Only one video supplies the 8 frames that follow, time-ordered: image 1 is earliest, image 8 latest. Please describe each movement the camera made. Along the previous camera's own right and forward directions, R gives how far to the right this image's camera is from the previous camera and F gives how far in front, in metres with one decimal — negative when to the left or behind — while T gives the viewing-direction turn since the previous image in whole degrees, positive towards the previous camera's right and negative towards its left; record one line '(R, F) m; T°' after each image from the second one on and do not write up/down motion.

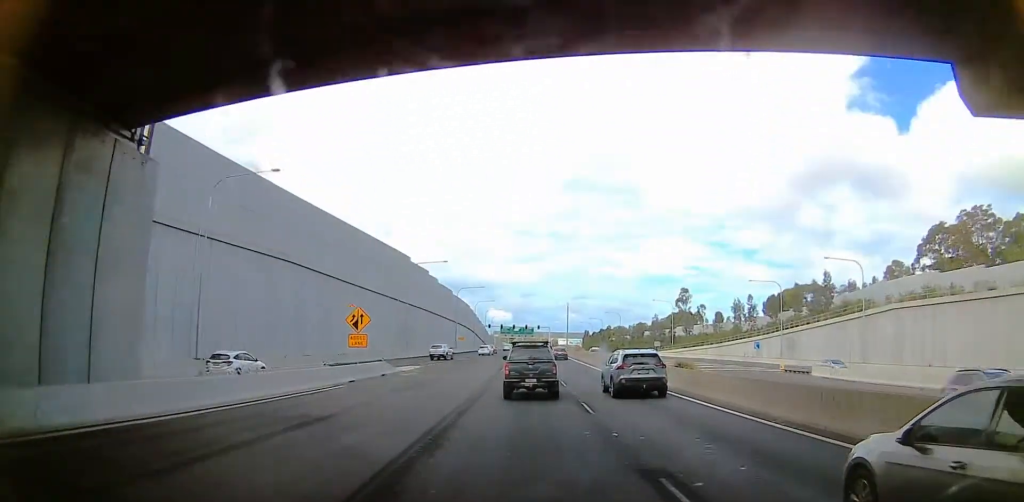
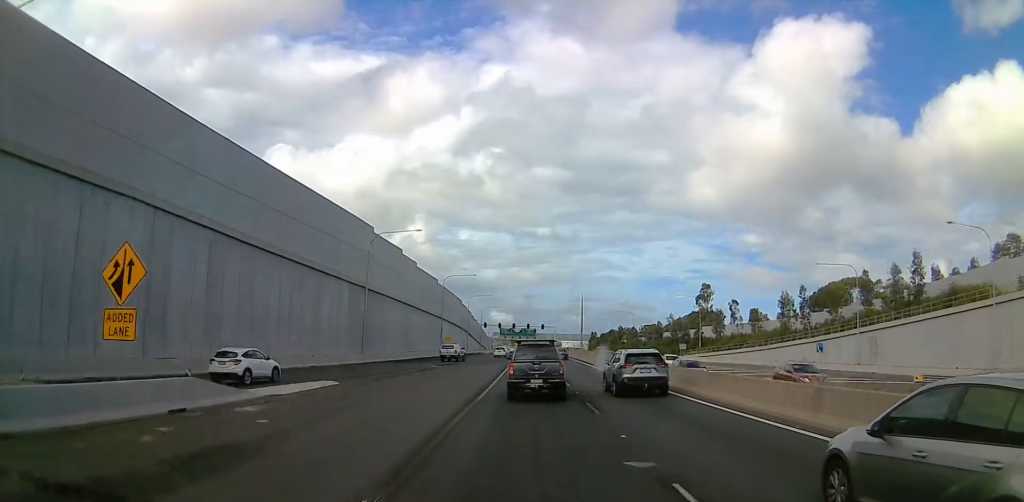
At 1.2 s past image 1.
(+0.2, +24.9) m; 0°
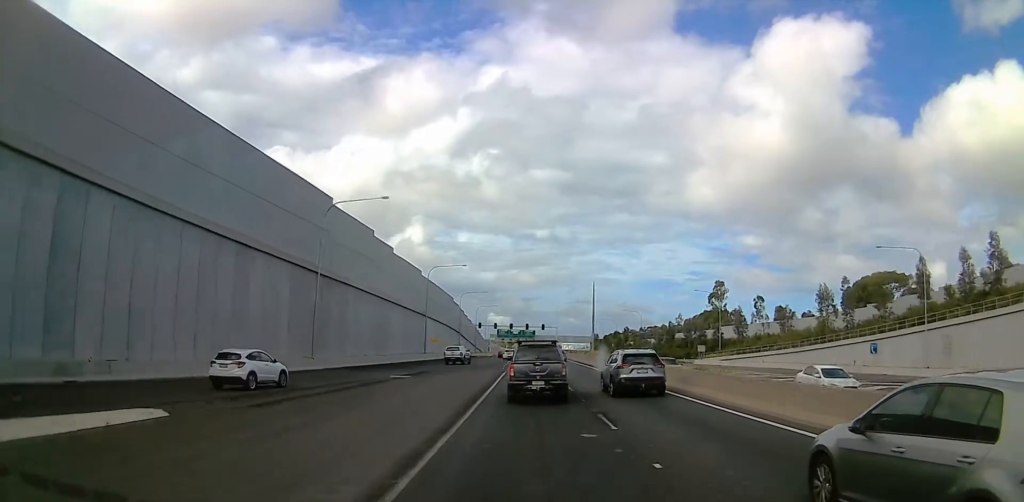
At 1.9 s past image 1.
(0.0, +15.2) m; 0°
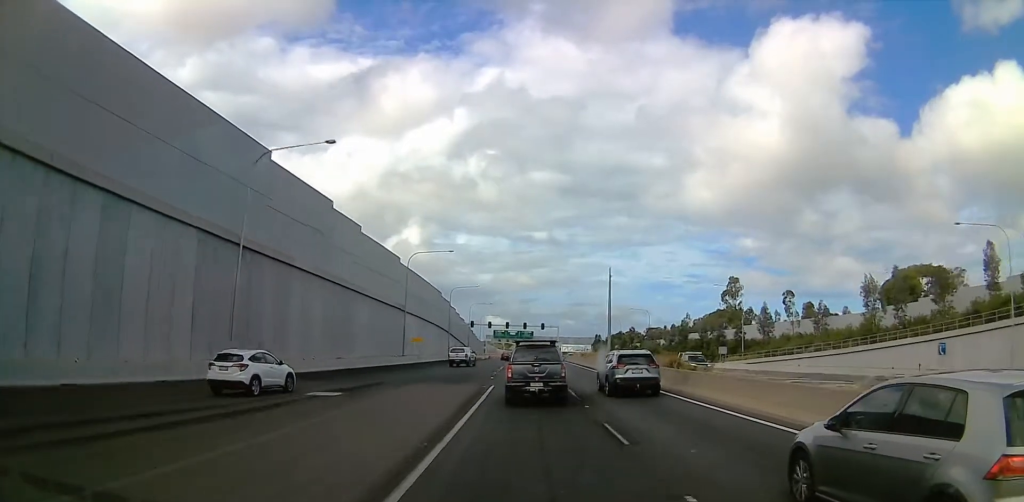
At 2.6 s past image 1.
(0.0, +14.0) m; 0°
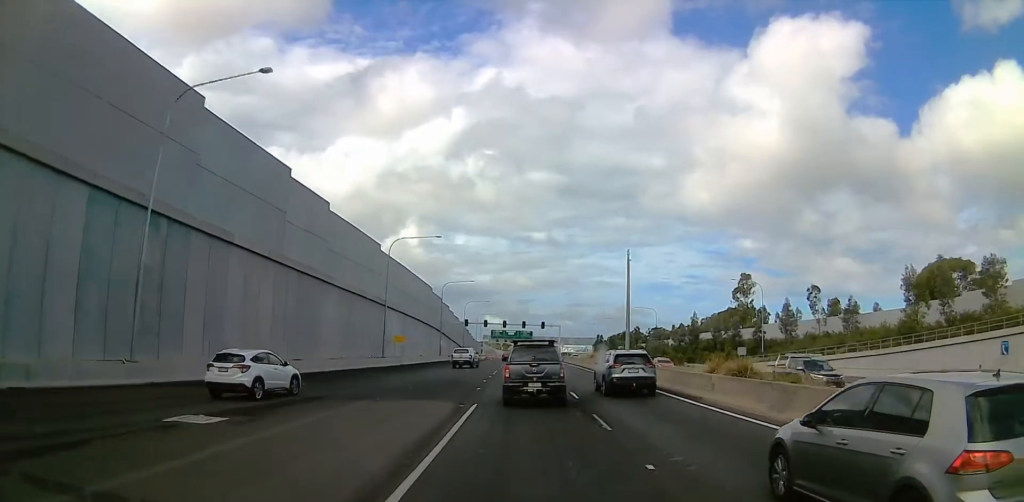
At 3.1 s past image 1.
(+0.1, +9.8) m; +1°
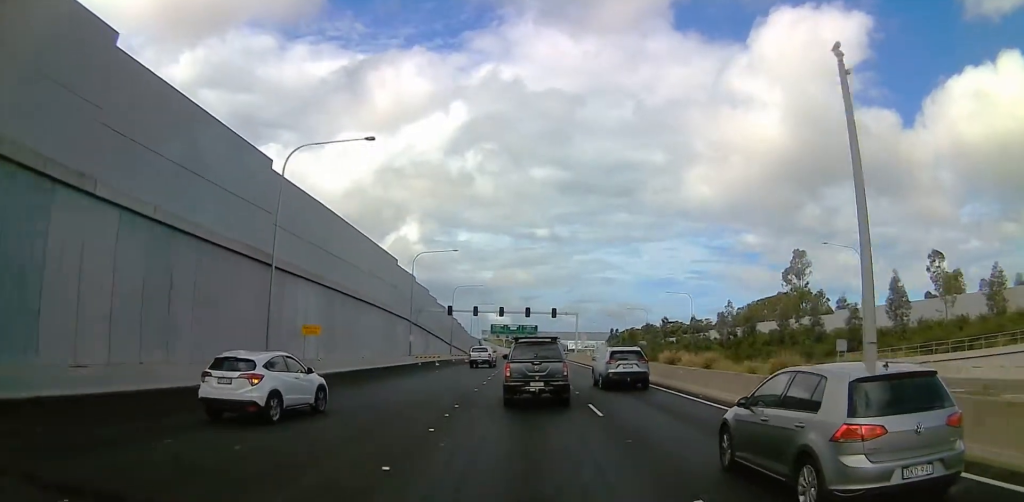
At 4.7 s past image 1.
(+0.3, +31.2) m; -1°
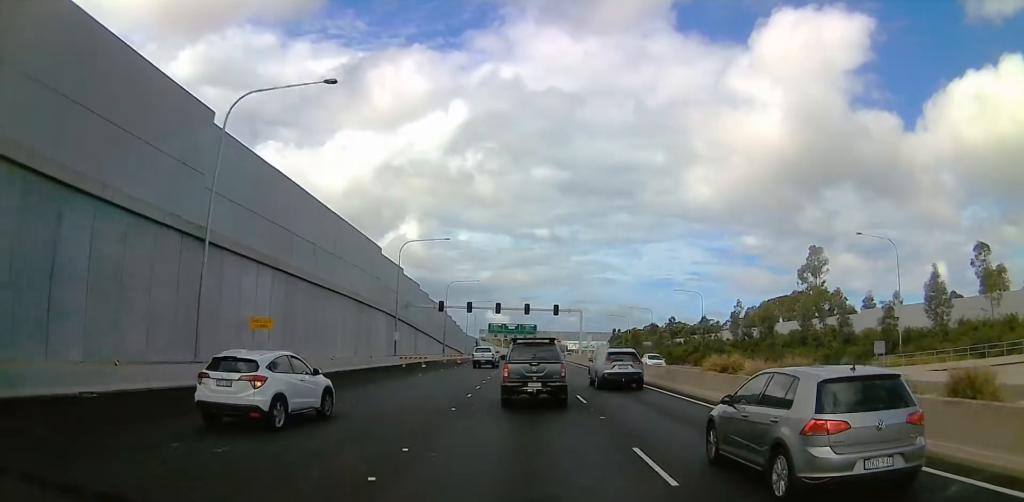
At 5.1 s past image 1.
(-0.2, +7.9) m; -1°
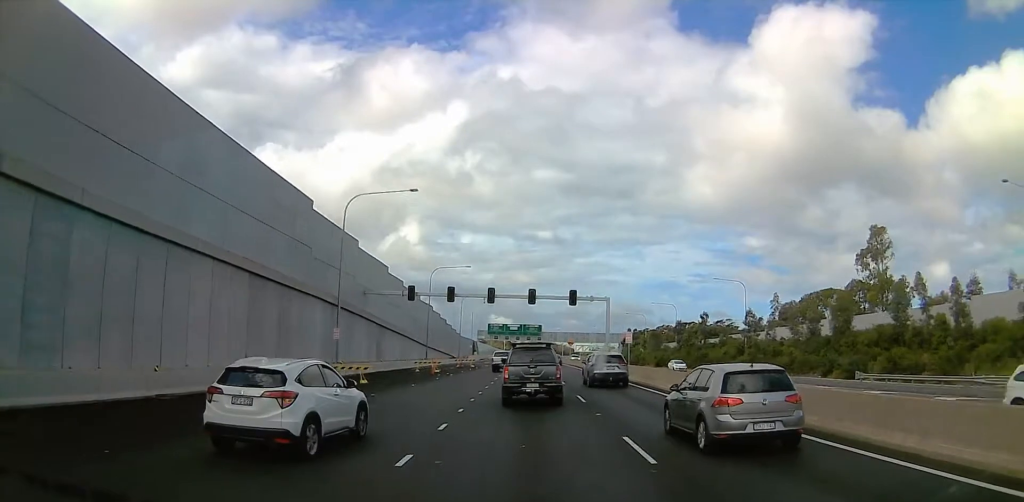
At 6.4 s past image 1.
(-0.6, +22.7) m; -1°
